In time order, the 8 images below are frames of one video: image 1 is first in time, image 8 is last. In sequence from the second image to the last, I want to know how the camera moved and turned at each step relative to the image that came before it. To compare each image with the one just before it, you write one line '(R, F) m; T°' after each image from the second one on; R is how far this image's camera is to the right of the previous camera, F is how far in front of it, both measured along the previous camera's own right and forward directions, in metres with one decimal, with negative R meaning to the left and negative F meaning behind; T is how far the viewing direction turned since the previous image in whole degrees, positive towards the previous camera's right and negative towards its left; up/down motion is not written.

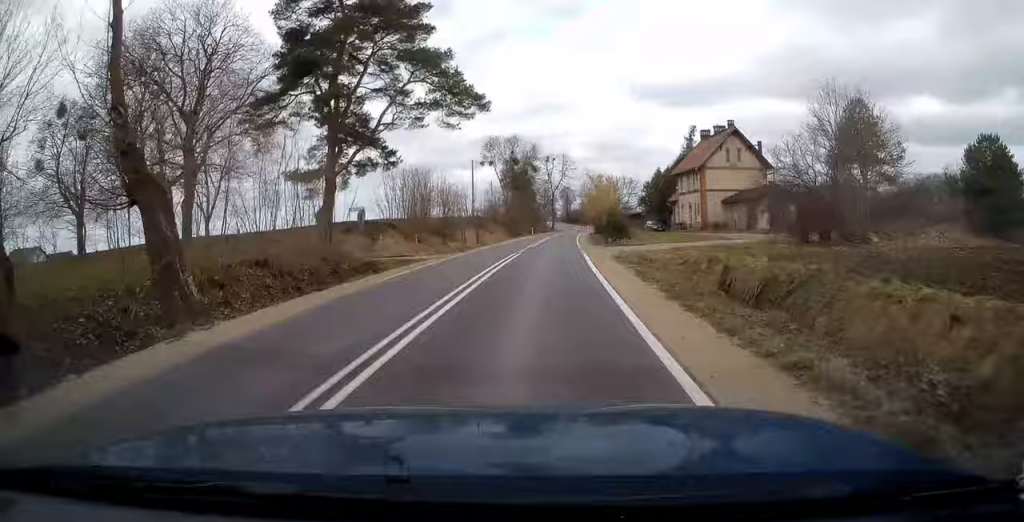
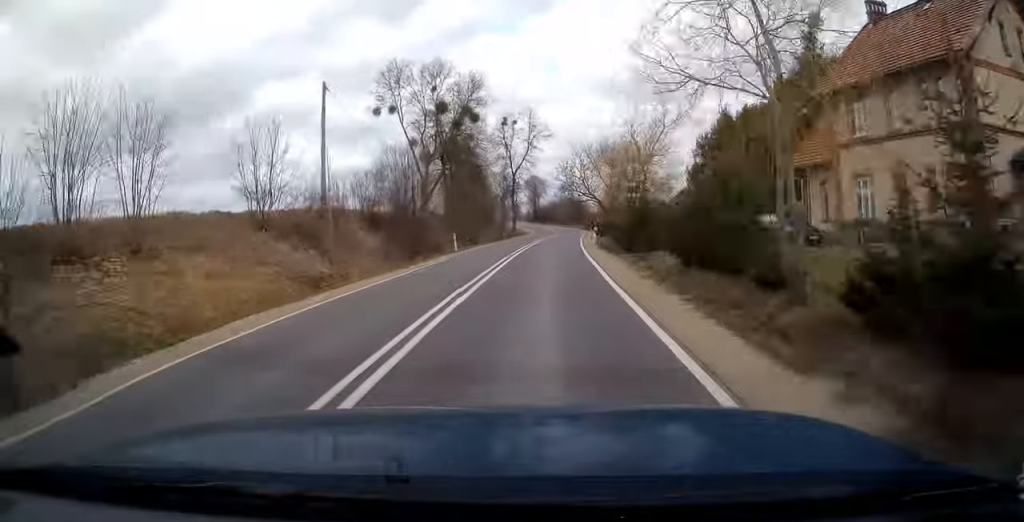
(+1.8, +50.6) m; +2°
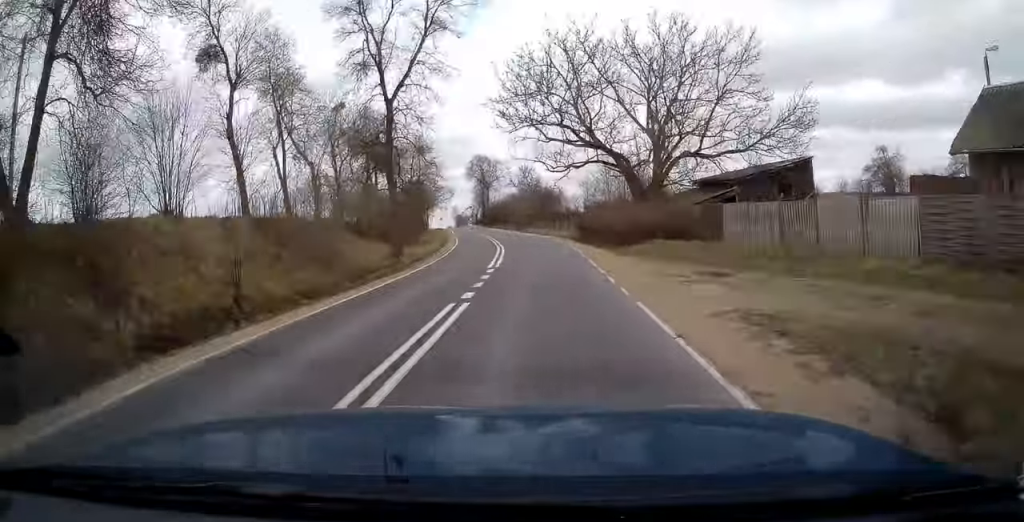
(+1.1, +54.8) m; 0°
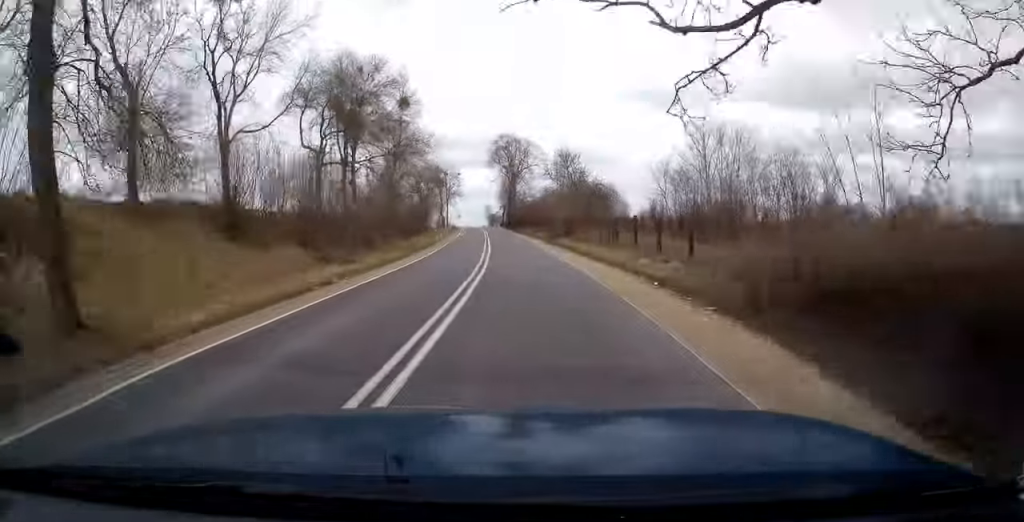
(+0.8, +27.2) m; -1°
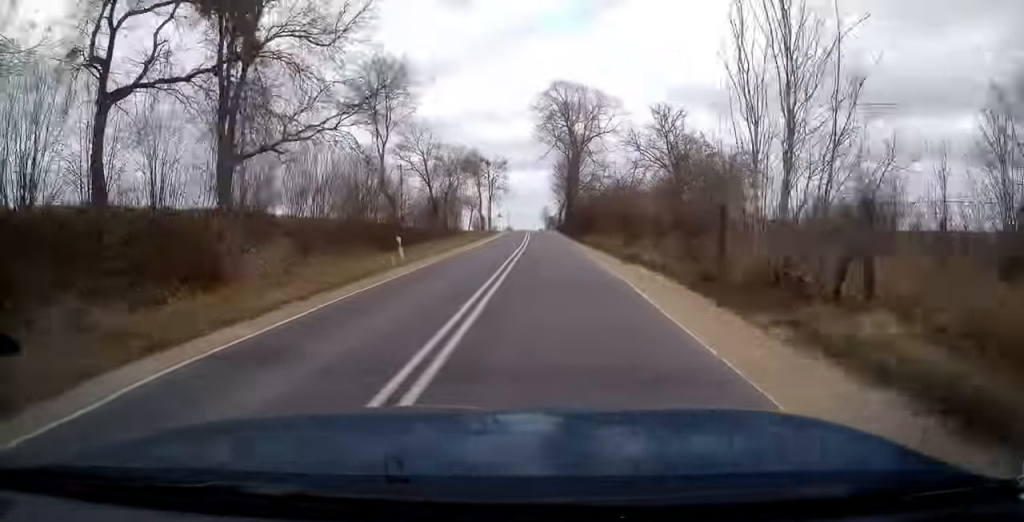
(-1.3, +31.8) m; -2°
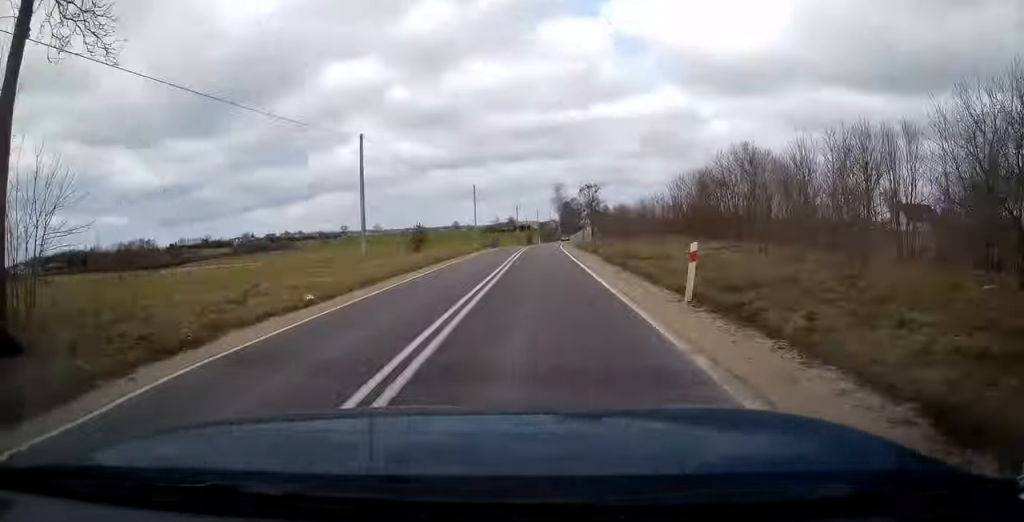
(-4.5, +110.3) m; -2°
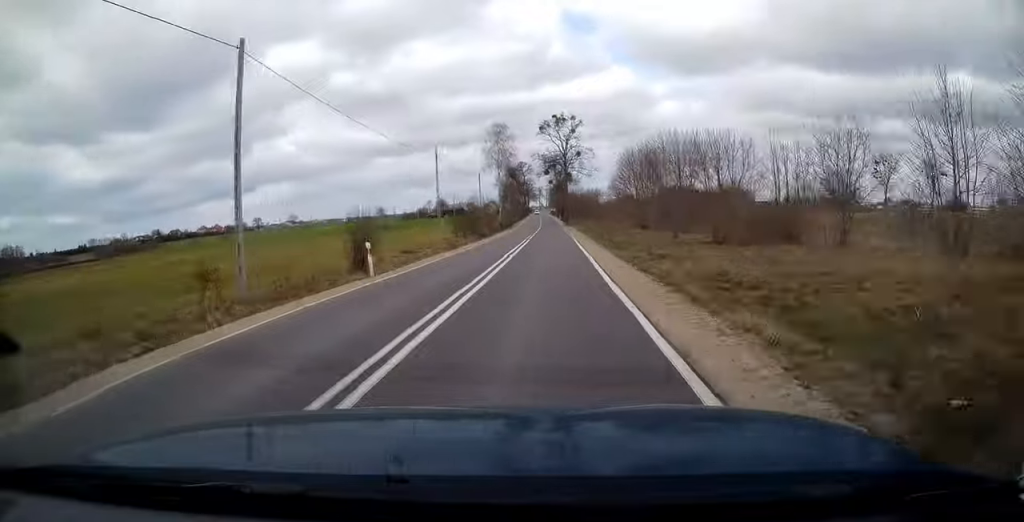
(+2.7, +91.0) m; +4°
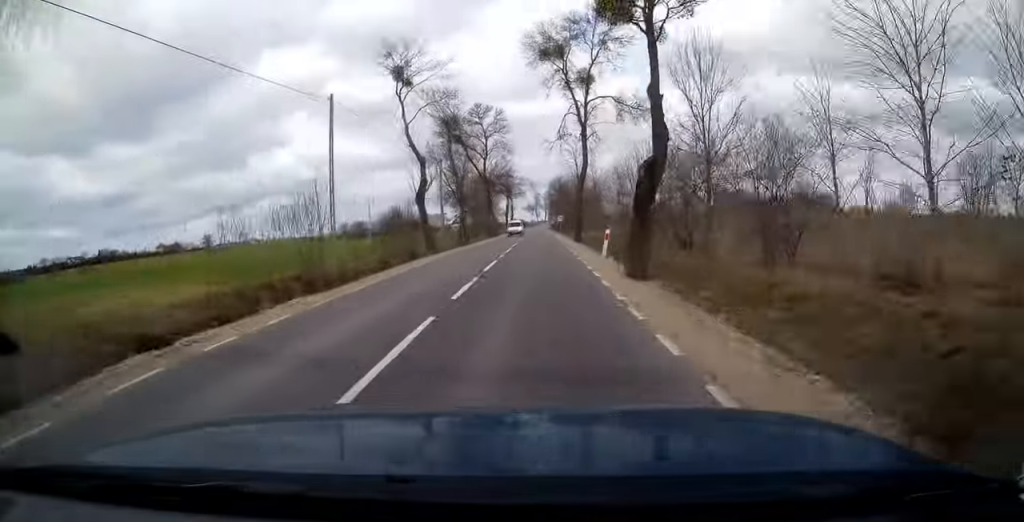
(+2.2, +94.1) m; +1°
